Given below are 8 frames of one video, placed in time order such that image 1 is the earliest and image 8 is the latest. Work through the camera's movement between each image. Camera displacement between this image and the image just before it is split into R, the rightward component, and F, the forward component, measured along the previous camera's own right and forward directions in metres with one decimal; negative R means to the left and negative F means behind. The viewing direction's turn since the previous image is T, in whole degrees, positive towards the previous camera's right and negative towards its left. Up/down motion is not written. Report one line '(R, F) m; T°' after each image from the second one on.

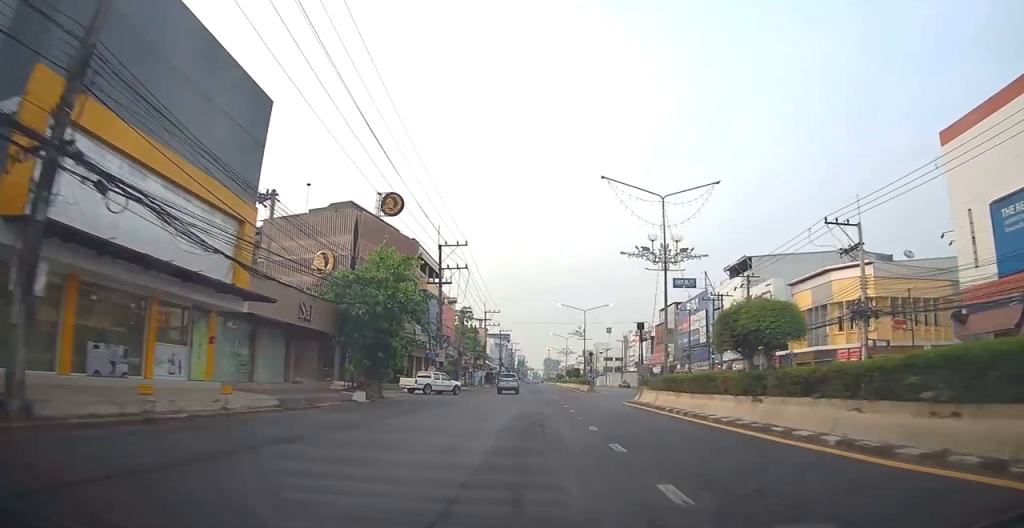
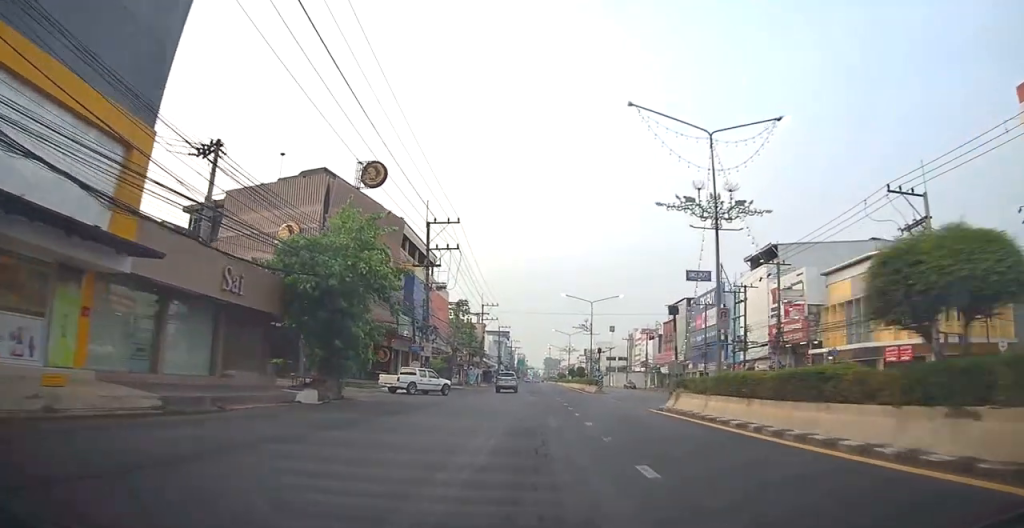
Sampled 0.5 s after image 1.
(+0.4, +6.8) m; 0°
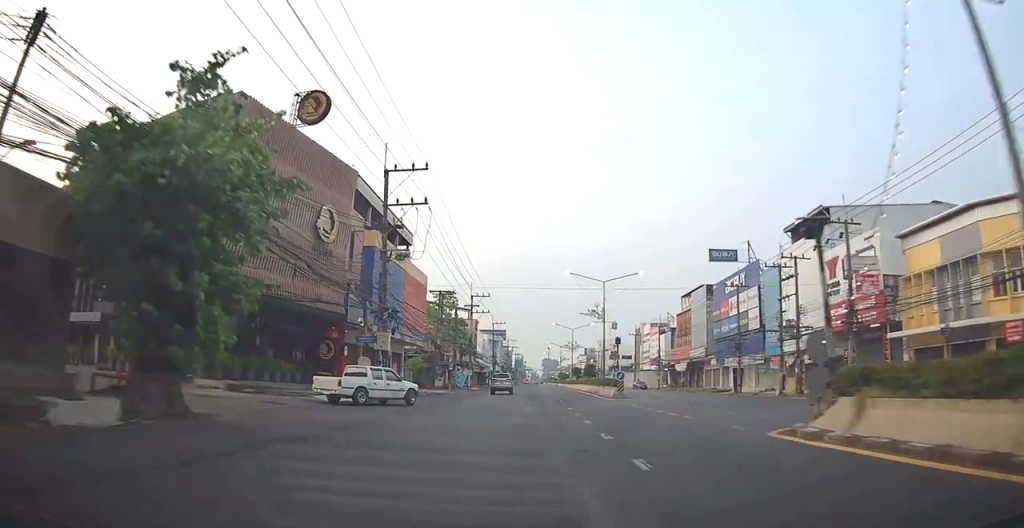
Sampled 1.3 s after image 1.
(-0.3, +12.0) m; -2°
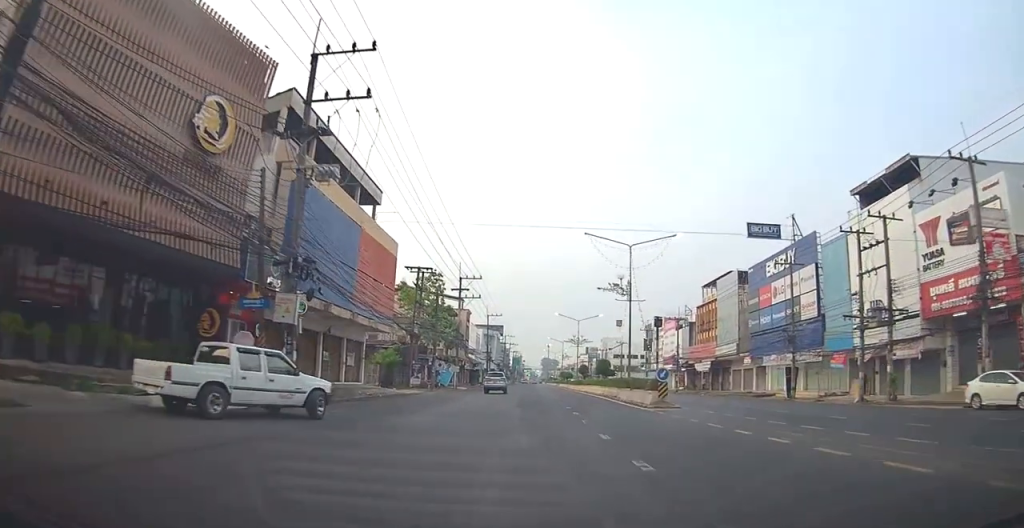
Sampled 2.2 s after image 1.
(-0.3, +12.5) m; 0°
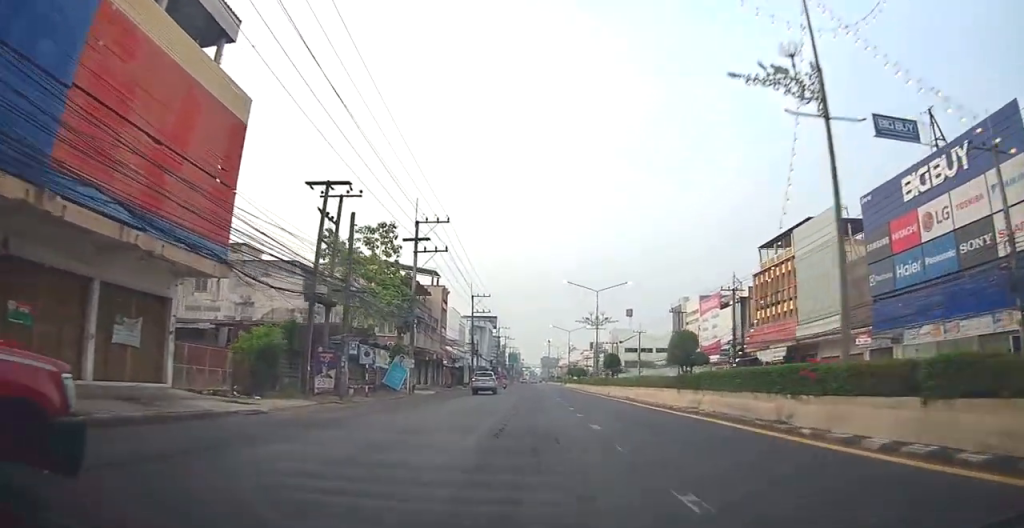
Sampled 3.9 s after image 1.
(+0.9, +23.7) m; +1°
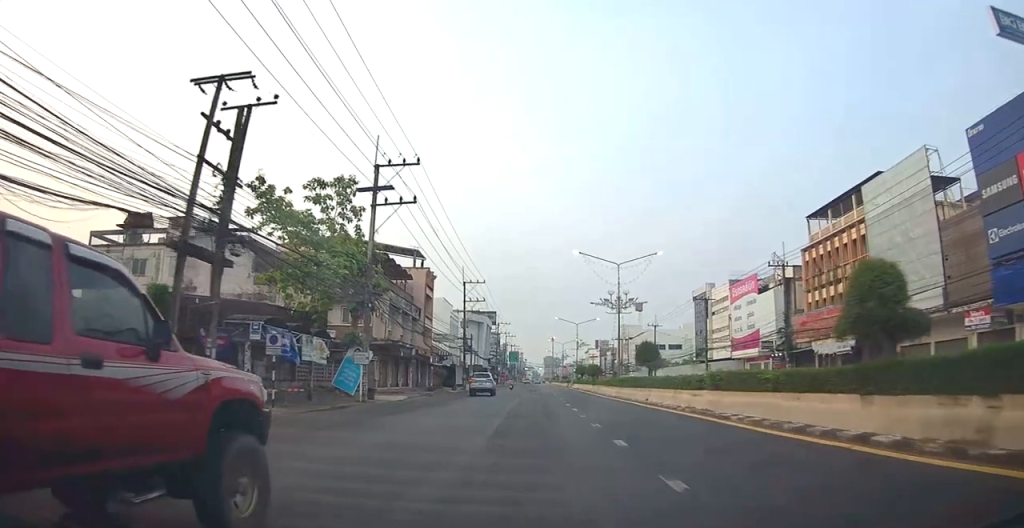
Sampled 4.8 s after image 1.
(-0.6, +11.4) m; 0°
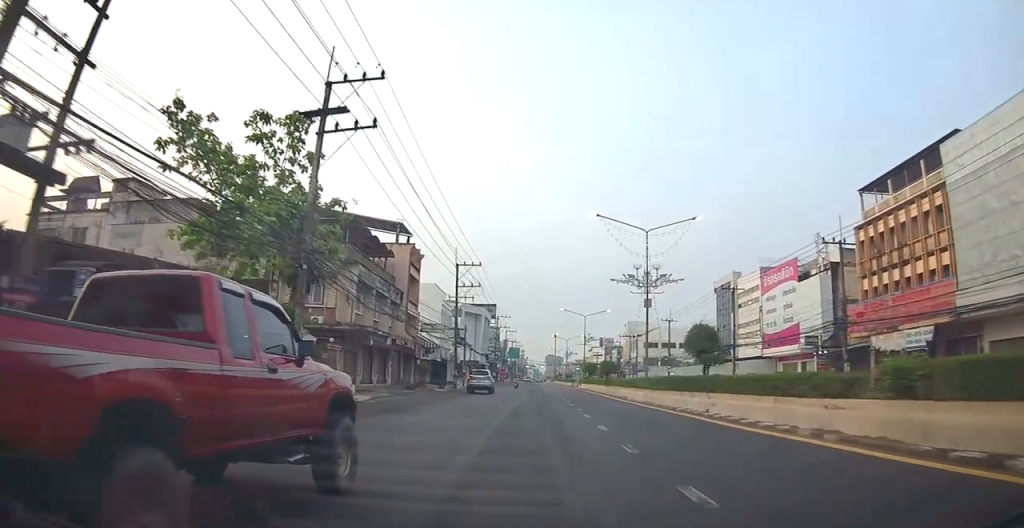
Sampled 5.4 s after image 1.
(+0.4, +8.5) m; +2°
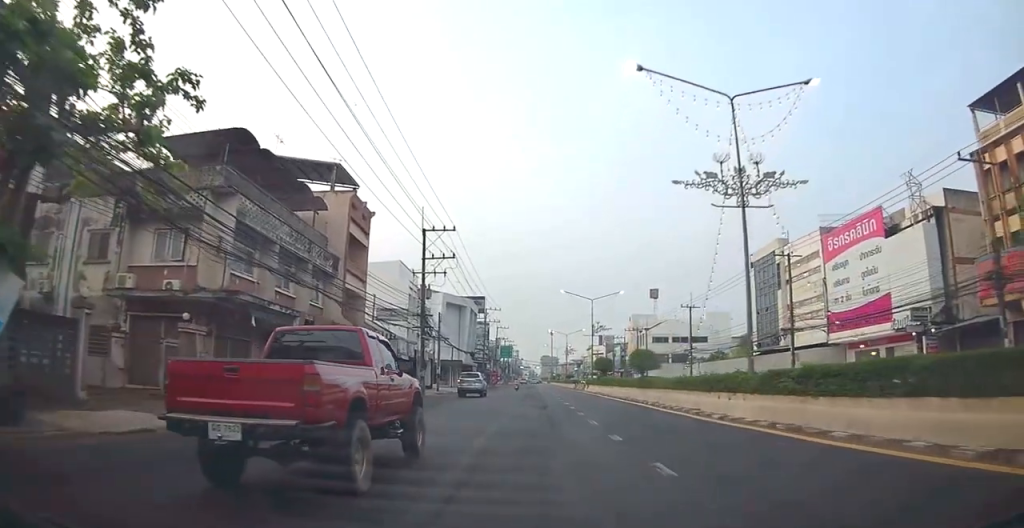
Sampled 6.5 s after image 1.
(+0.3, +14.3) m; +1°
